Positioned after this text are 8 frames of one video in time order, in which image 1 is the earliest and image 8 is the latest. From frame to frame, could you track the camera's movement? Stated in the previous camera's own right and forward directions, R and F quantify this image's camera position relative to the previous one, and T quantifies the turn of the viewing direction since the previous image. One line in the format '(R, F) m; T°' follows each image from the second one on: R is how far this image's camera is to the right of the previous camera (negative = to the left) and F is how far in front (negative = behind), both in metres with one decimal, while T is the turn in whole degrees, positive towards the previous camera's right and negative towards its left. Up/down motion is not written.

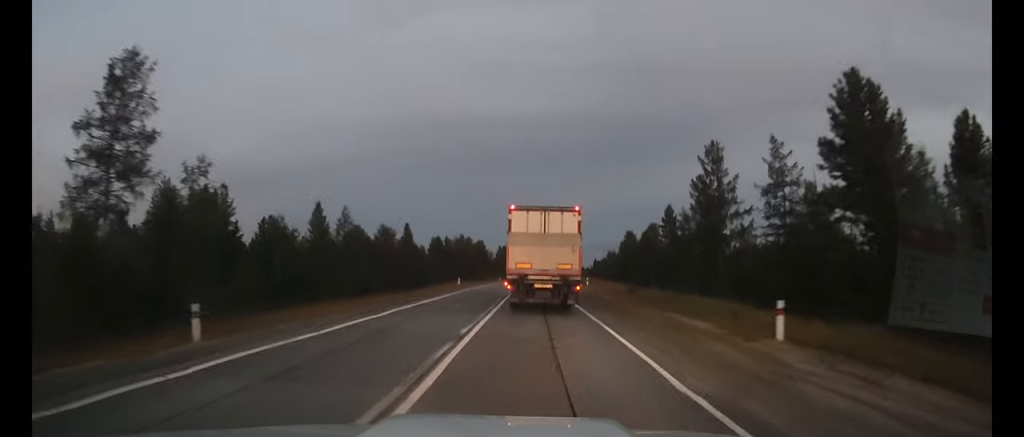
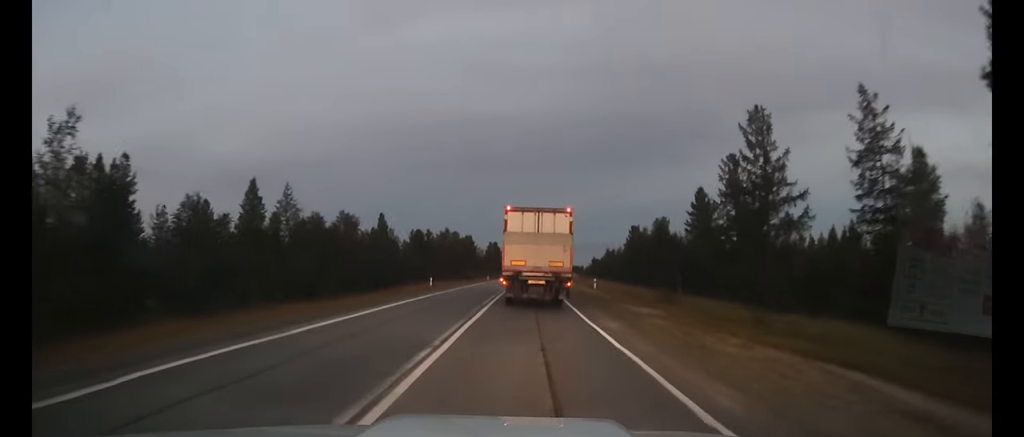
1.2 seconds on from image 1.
(+0.1, +13.8) m; +1°
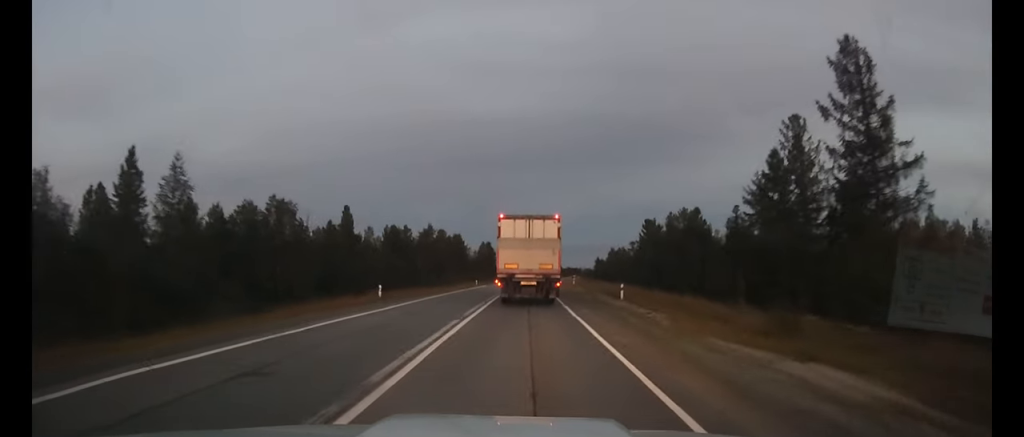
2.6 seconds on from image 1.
(+0.1, +16.1) m; 0°
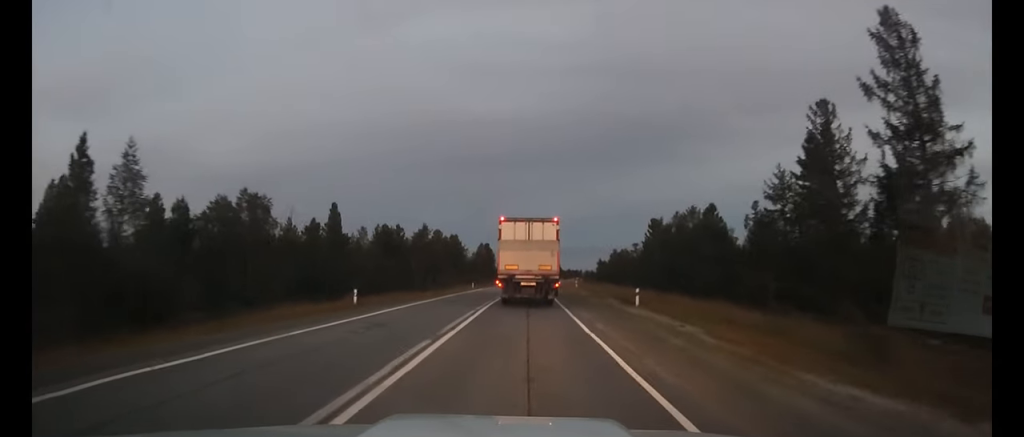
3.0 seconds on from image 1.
(0.0, +4.9) m; 0°
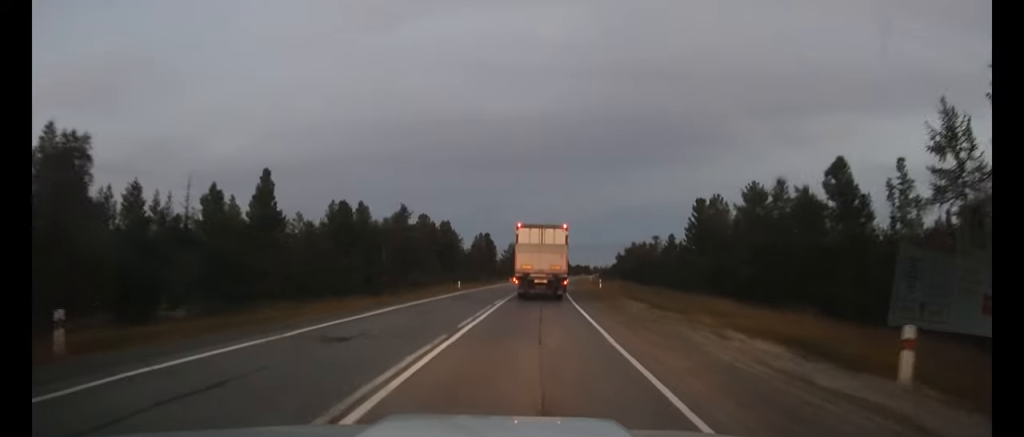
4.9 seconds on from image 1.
(0.0, +21.4) m; 0°
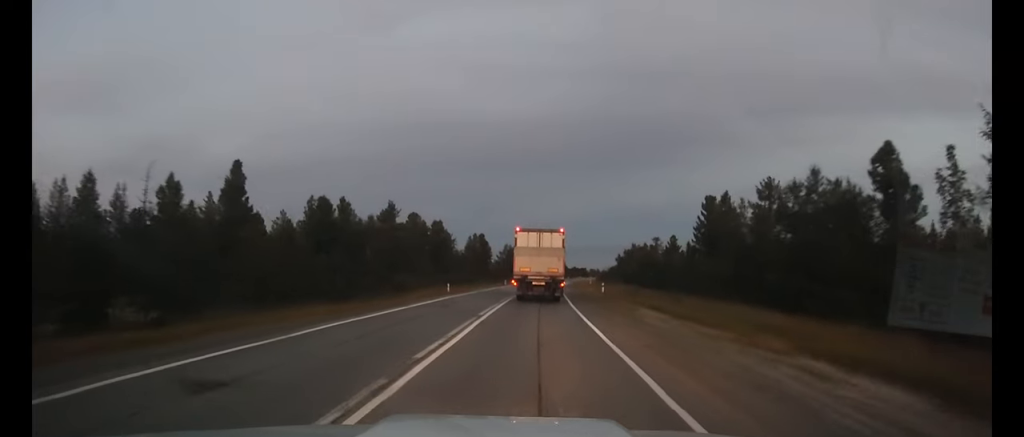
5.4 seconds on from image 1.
(0.0, +5.1) m; 0°
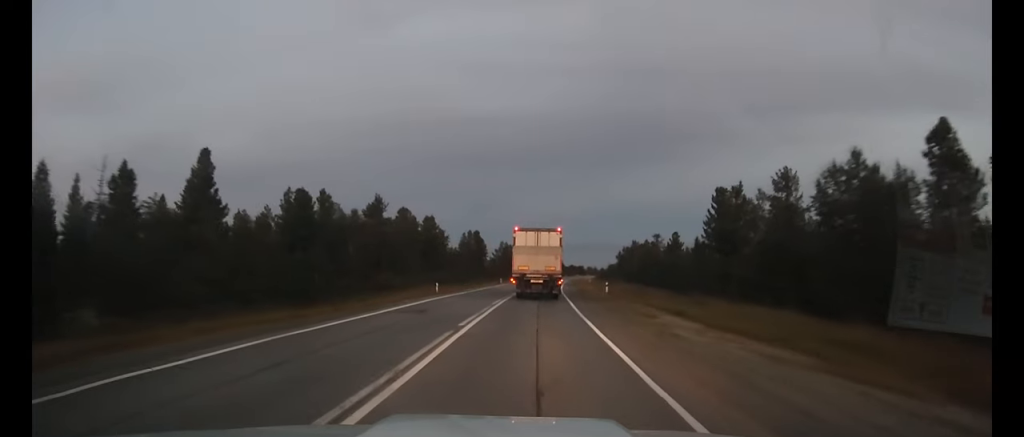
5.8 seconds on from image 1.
(0.0, +4.7) m; 0°
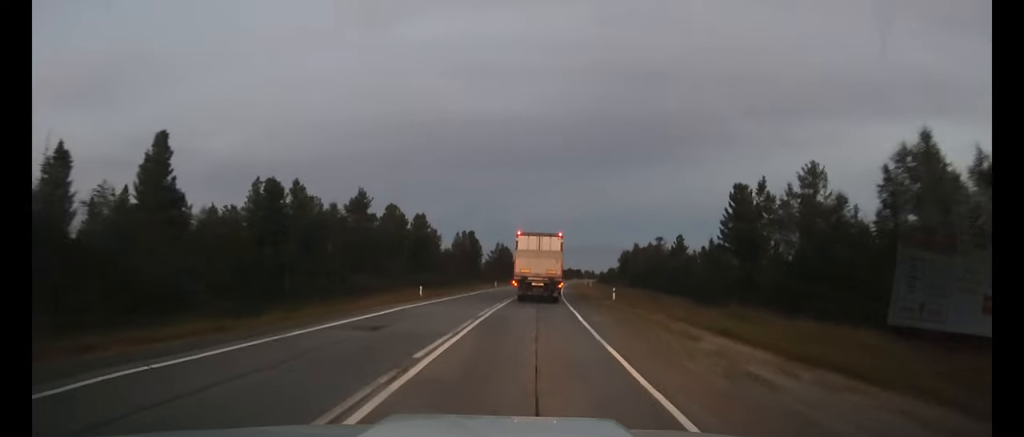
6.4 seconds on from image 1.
(0.0, +5.8) m; 0°
